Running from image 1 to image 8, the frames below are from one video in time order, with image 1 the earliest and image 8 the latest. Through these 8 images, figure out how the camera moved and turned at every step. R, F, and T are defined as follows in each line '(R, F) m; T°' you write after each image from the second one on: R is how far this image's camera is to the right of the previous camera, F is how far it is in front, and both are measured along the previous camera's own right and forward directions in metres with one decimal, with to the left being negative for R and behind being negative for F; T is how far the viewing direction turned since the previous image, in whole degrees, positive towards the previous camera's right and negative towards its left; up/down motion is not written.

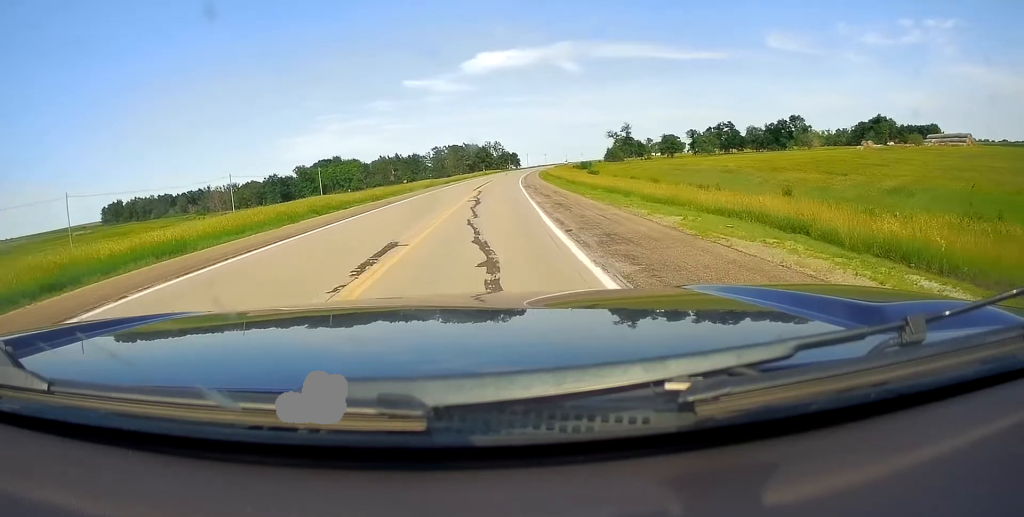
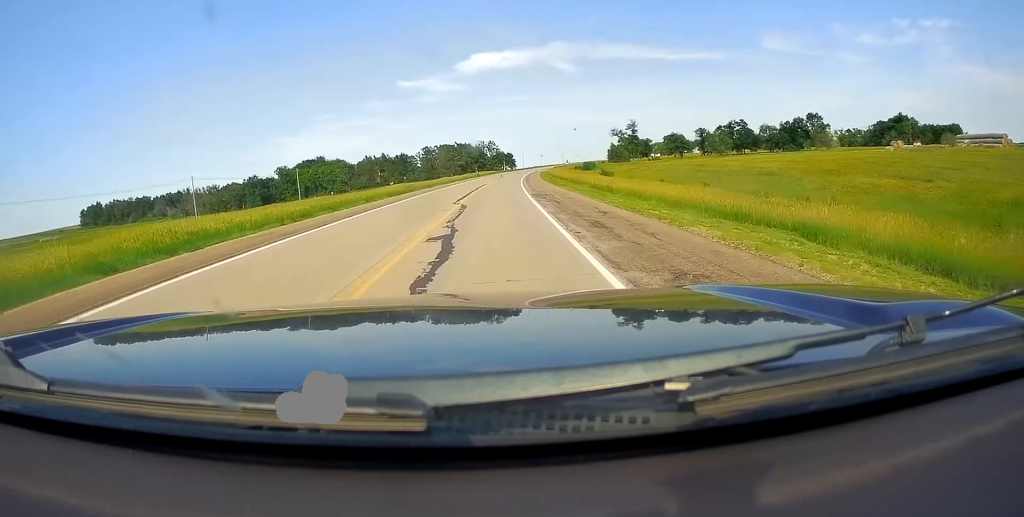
(+0.1, +16.4) m; +1°
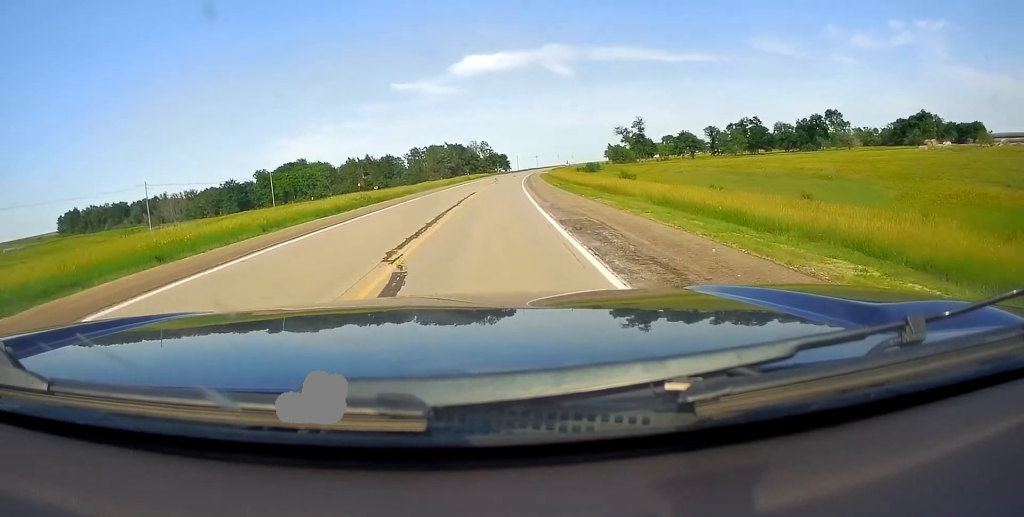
(-0.4, +16.4) m; 0°
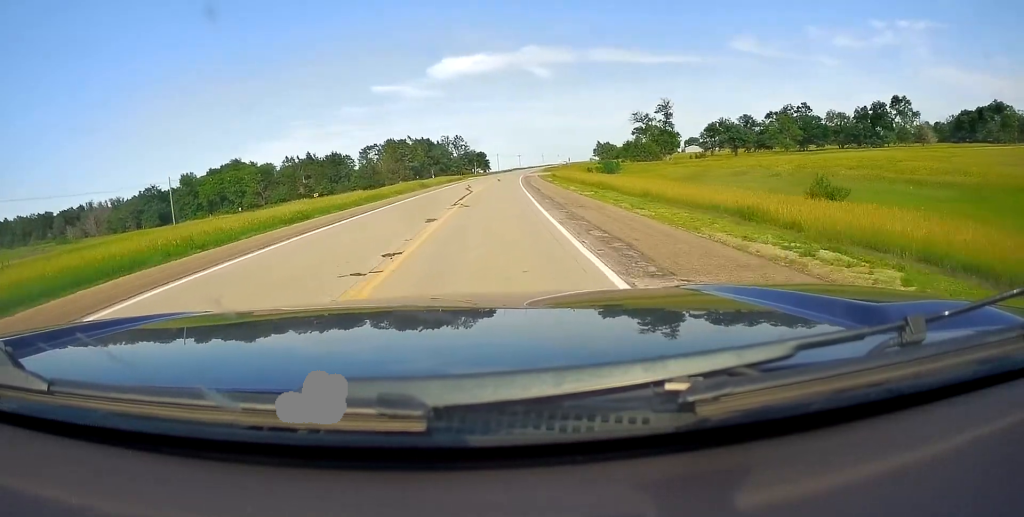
(+0.9, +44.0) m; +1°
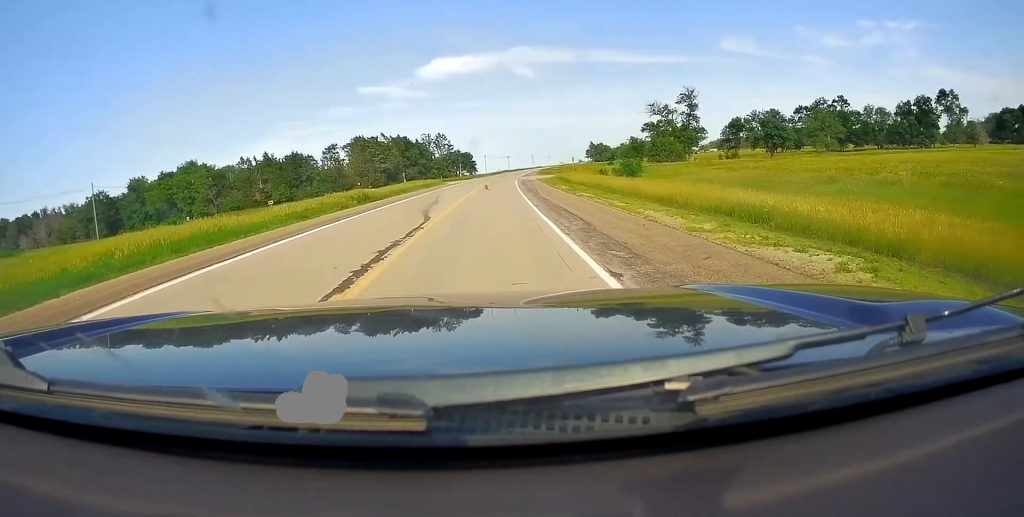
(-0.2, +22.7) m; +1°
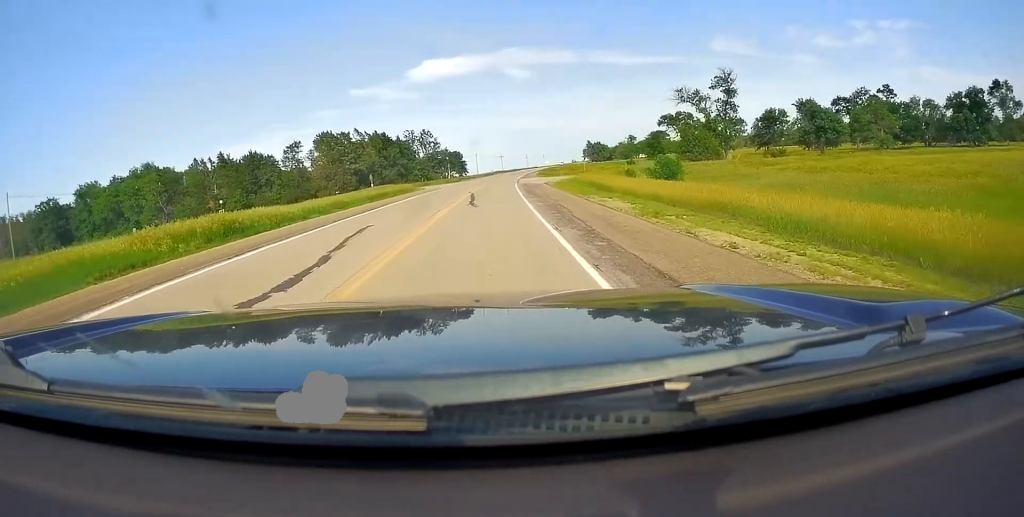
(+0.3, +20.3) m; +1°
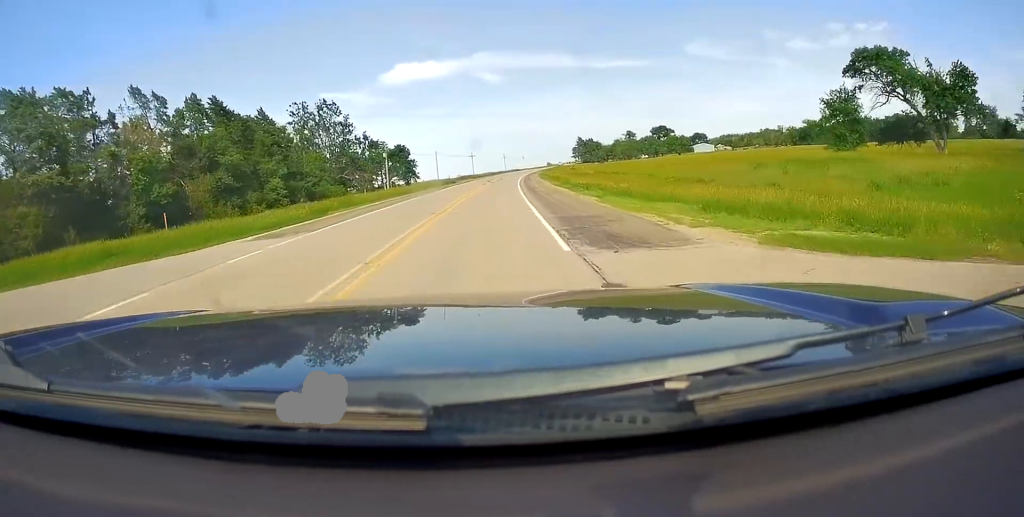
(+4.0, +73.8) m; +4°
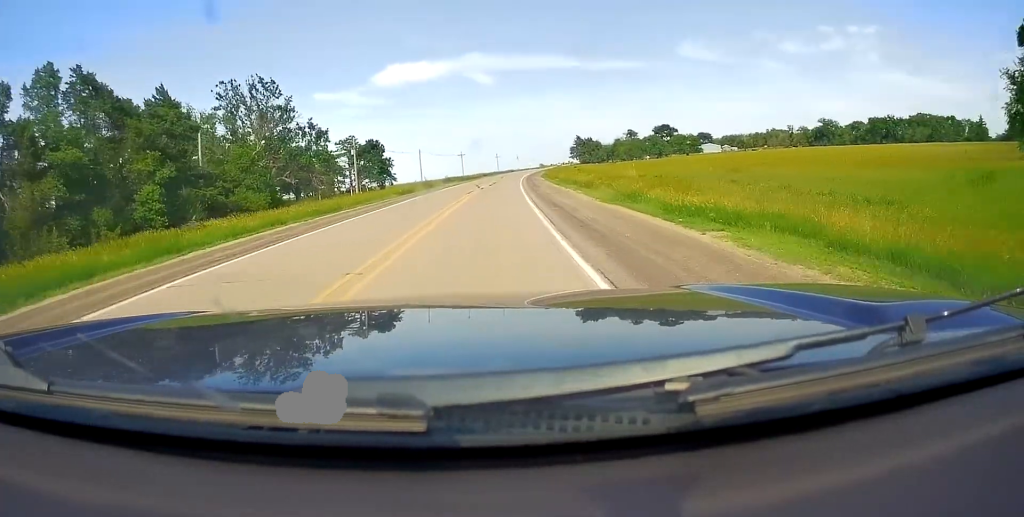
(-0.2, +22.0) m; 0°
